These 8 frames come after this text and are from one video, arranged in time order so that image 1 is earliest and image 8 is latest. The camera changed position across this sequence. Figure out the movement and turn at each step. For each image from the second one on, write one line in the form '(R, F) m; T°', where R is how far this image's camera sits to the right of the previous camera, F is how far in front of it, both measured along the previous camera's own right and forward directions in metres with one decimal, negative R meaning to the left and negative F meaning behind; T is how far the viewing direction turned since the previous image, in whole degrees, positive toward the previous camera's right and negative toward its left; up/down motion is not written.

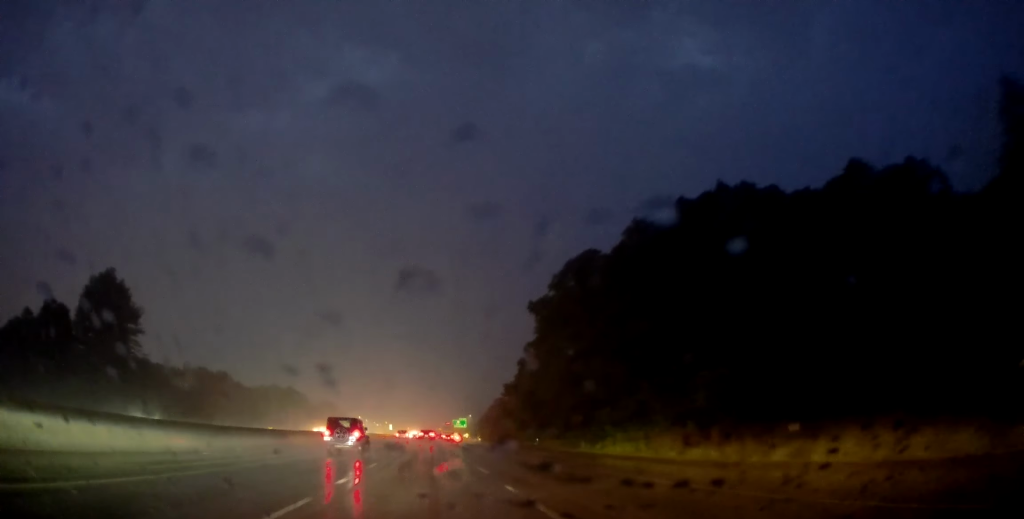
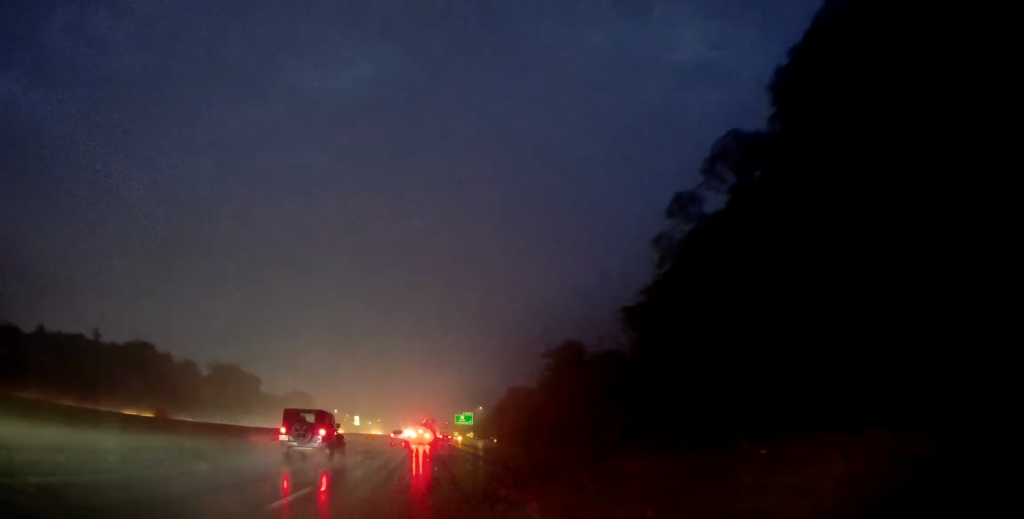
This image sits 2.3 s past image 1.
(-0.3, +58.1) m; +1°
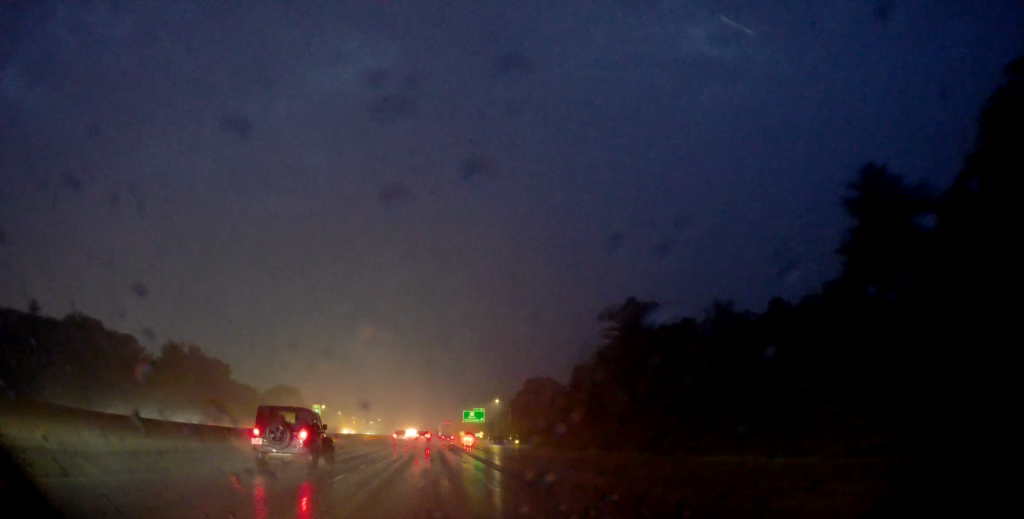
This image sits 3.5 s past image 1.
(+0.4, +31.2) m; +1°
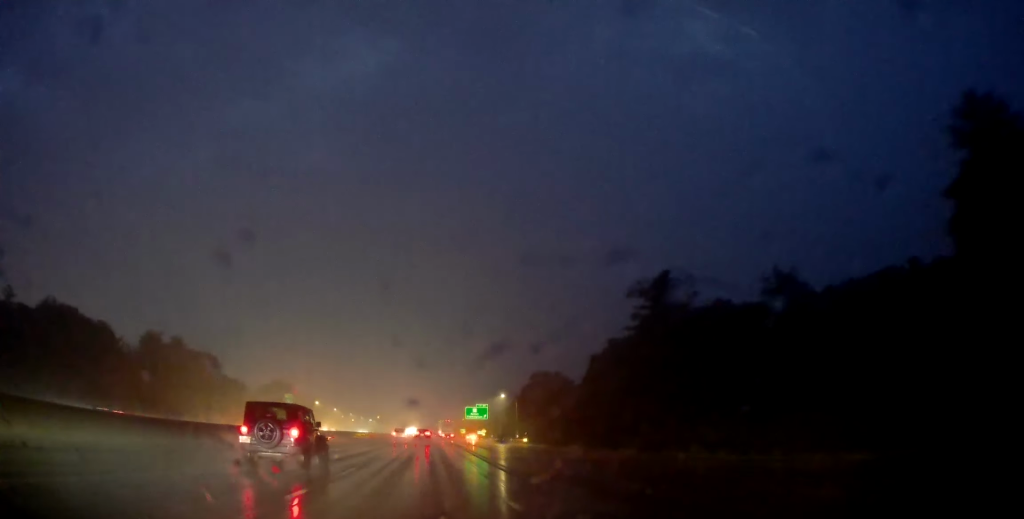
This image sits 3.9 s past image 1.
(+0.2, +10.1) m; 0°
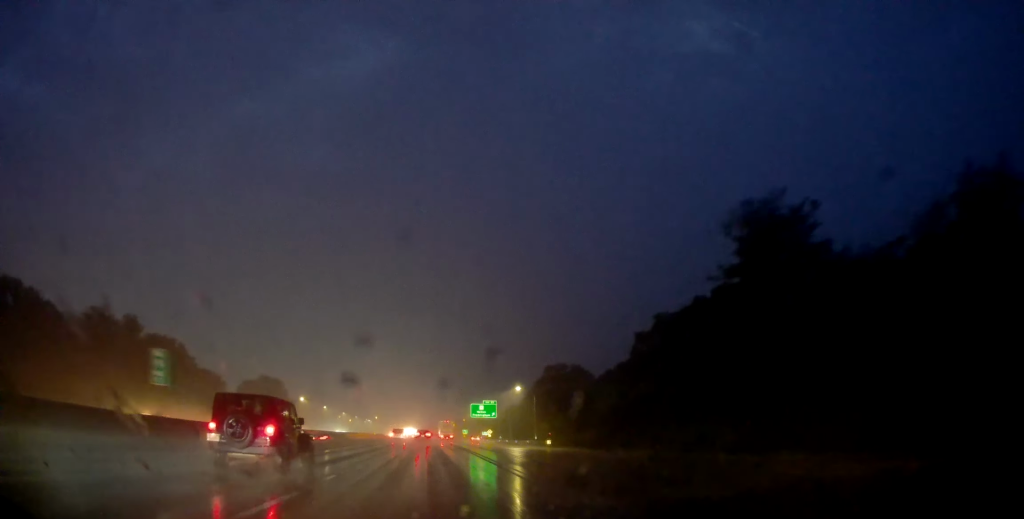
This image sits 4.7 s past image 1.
(-0.1, +20.0) m; -1°
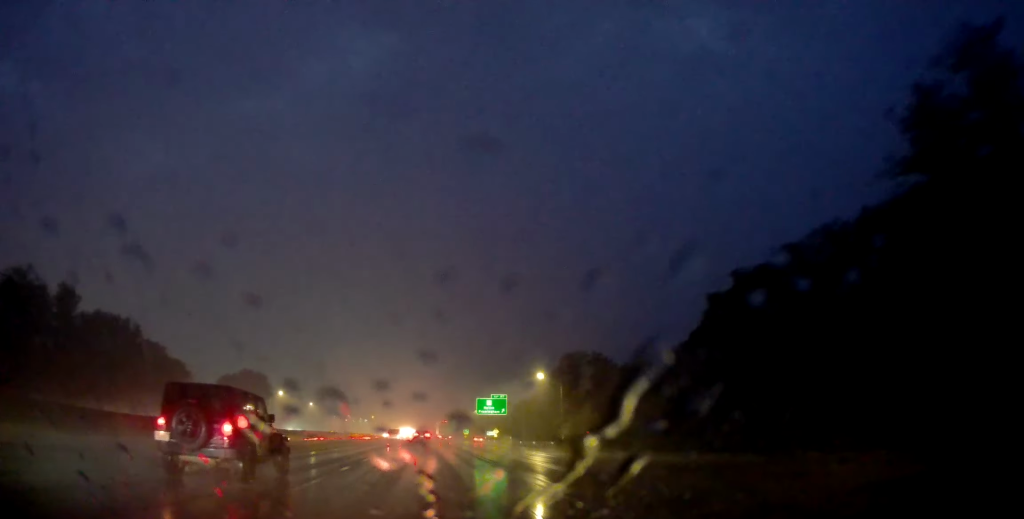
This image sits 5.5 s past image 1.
(-0.3, +20.1) m; -1°
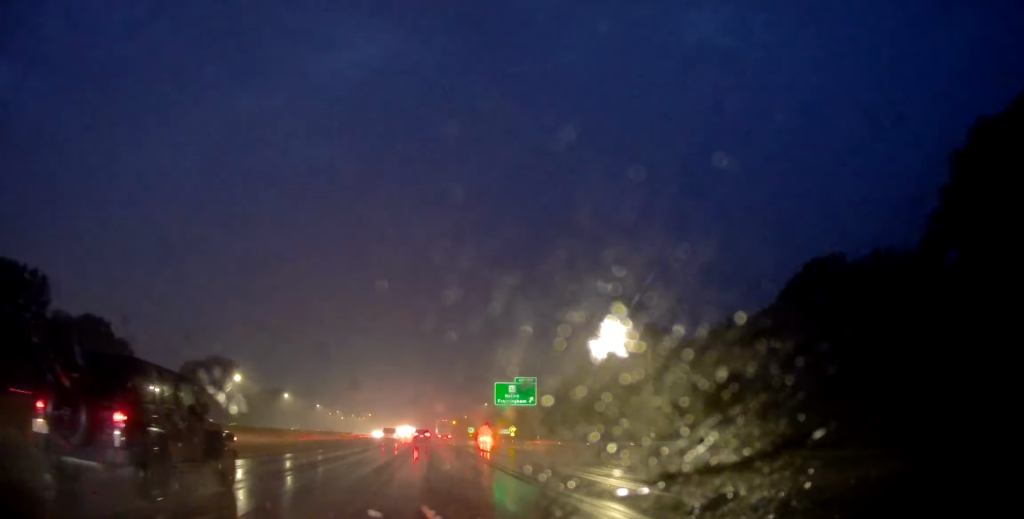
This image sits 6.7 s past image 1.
(-0.2, +30.3) m; +1°
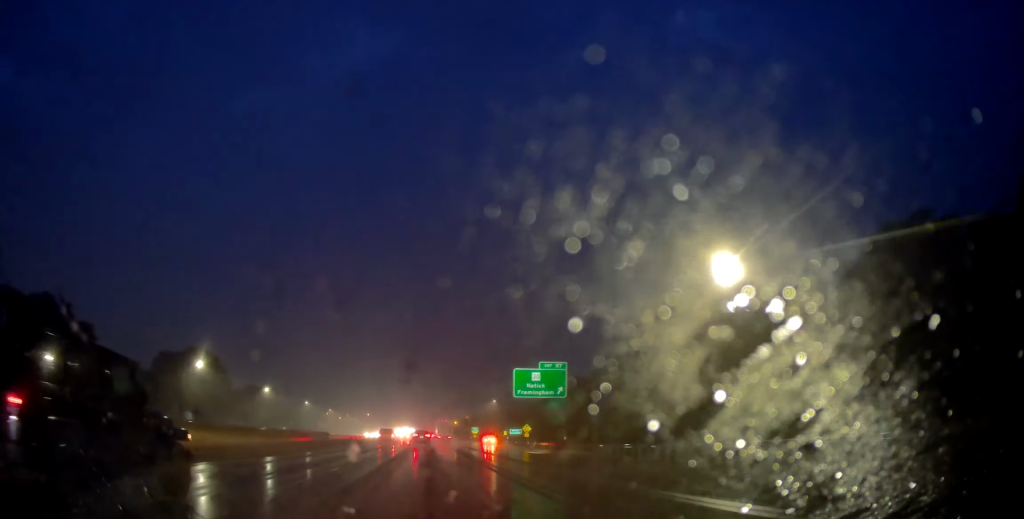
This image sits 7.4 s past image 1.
(+0.2, +17.7) m; 0°
